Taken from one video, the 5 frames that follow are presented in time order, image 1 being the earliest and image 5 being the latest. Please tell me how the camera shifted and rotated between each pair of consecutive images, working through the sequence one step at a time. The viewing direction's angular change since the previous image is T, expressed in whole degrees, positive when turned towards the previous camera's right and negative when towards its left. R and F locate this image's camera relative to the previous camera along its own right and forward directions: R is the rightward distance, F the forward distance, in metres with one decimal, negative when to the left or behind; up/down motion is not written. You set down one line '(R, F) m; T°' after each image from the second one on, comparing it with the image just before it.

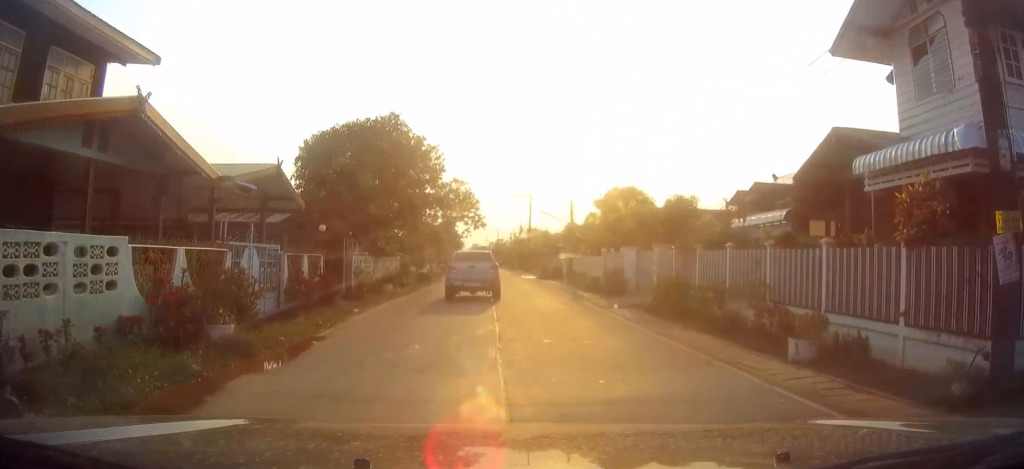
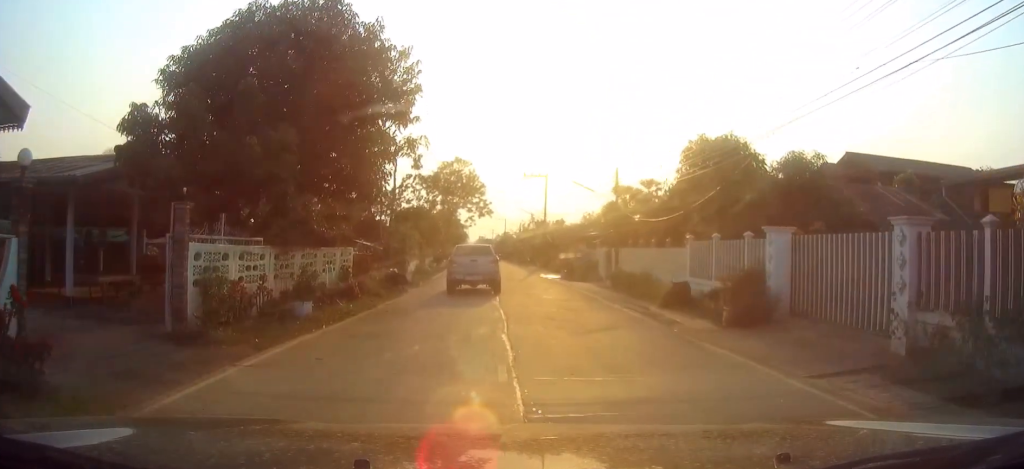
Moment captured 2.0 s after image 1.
(+0.1, +13.5) m; +1°
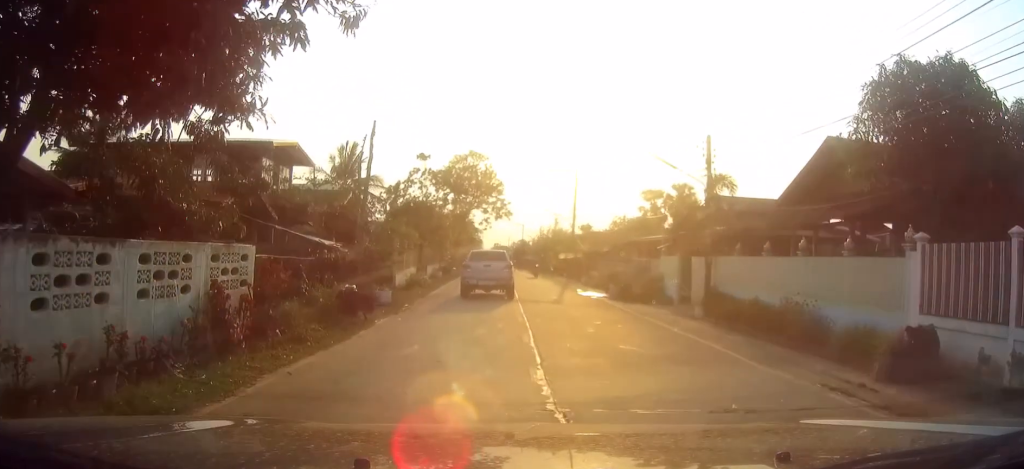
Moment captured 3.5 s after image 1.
(-0.1, +10.8) m; 0°
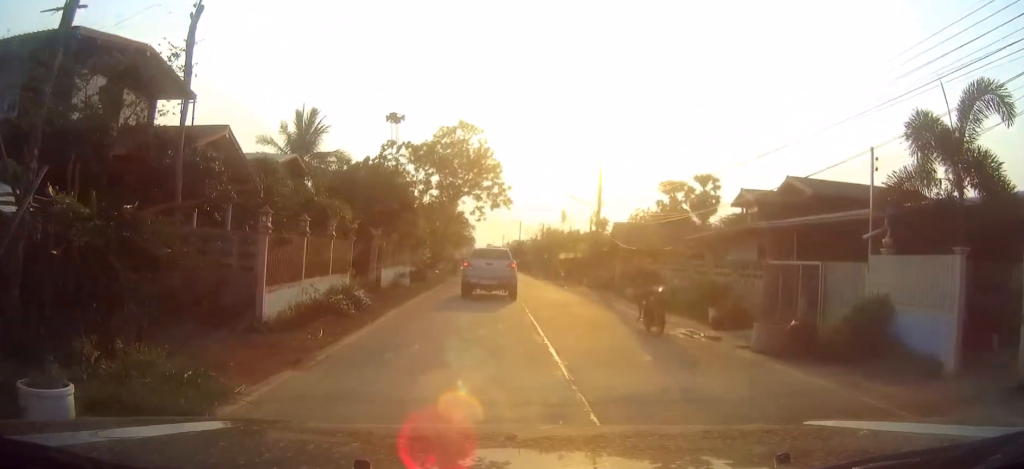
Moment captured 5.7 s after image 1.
(0.0, +16.2) m; -1°
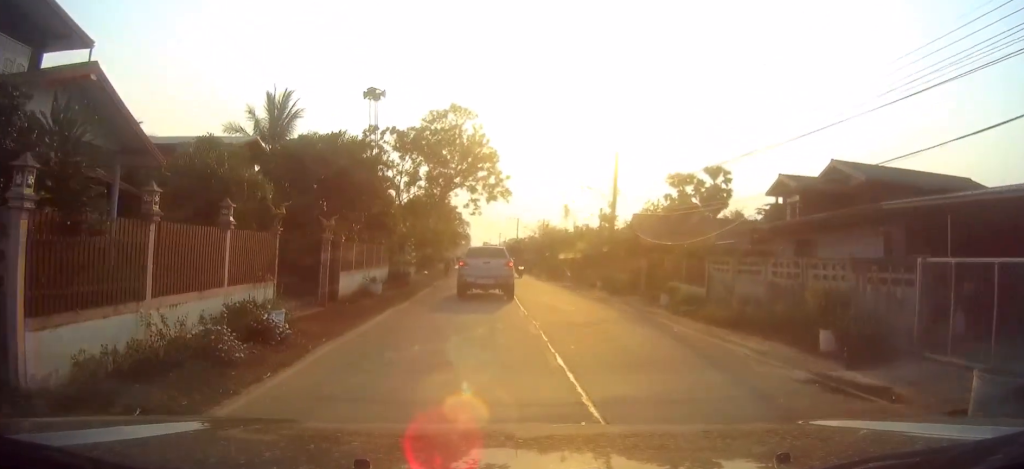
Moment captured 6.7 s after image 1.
(0.0, +6.9) m; +1°
